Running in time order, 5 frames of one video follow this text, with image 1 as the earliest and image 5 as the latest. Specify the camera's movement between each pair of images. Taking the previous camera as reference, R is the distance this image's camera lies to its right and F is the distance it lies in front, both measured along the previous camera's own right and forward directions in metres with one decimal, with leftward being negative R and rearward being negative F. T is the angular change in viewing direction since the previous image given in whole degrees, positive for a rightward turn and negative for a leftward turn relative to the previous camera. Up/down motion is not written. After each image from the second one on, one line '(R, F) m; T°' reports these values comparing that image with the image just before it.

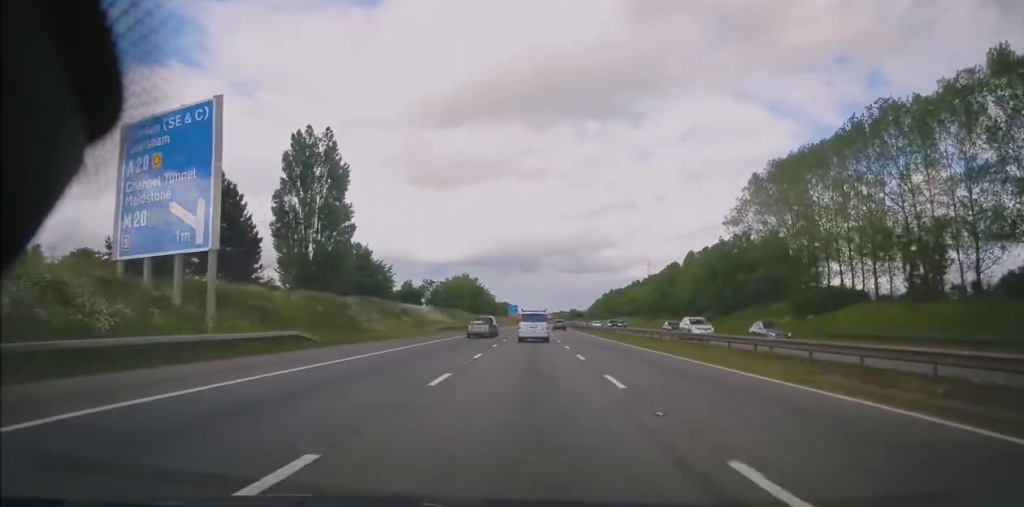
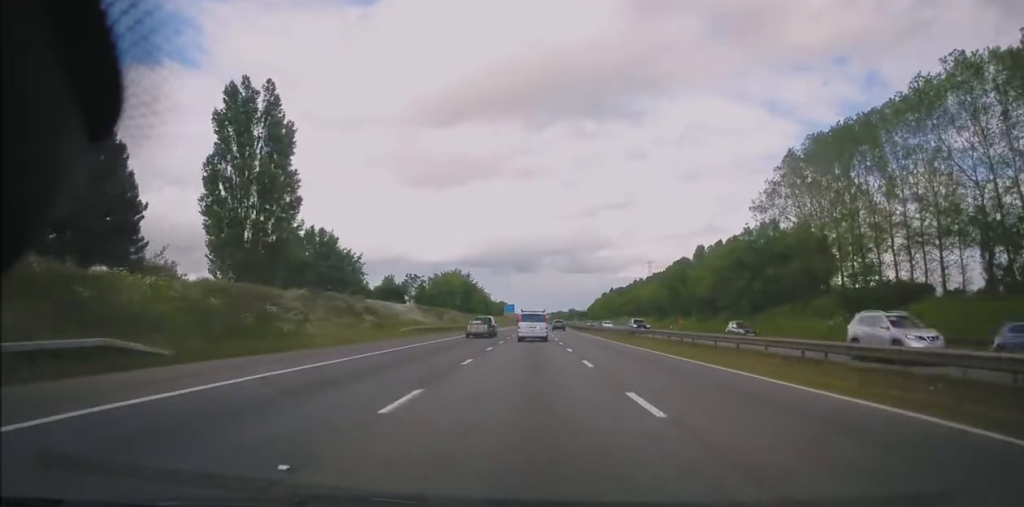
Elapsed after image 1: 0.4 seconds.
(+0.1, +12.4) m; 0°
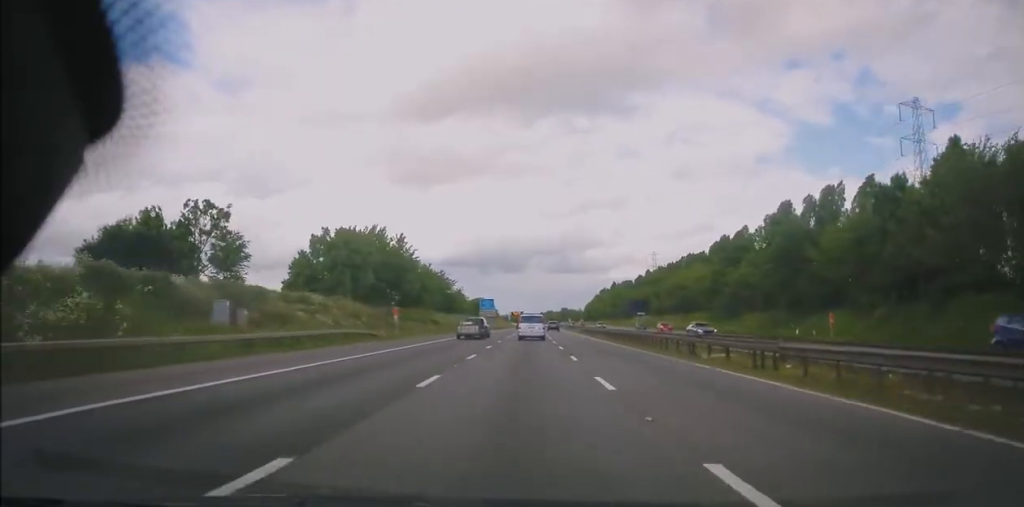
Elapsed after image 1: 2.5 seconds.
(+0.2, +59.6) m; +1°
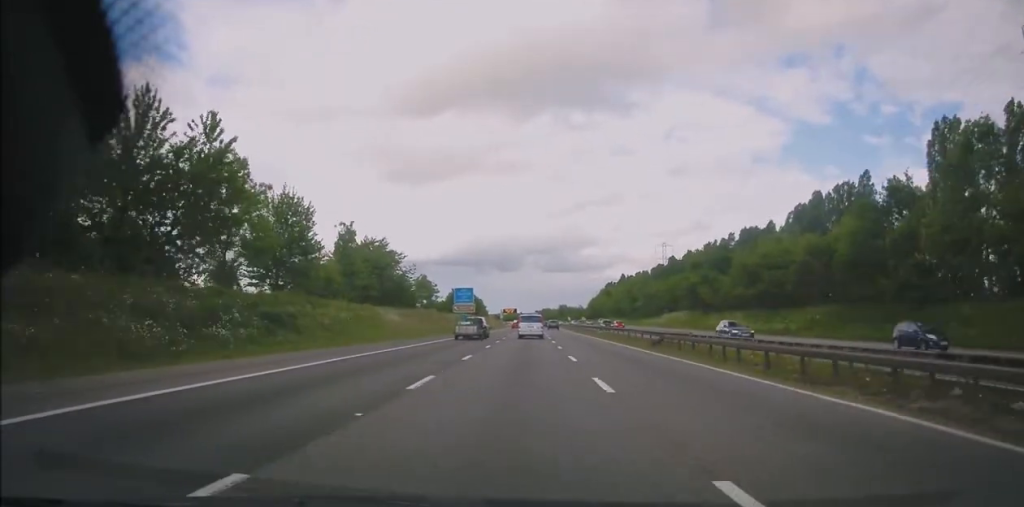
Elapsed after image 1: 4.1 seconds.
(+0.2, +45.0) m; 0°
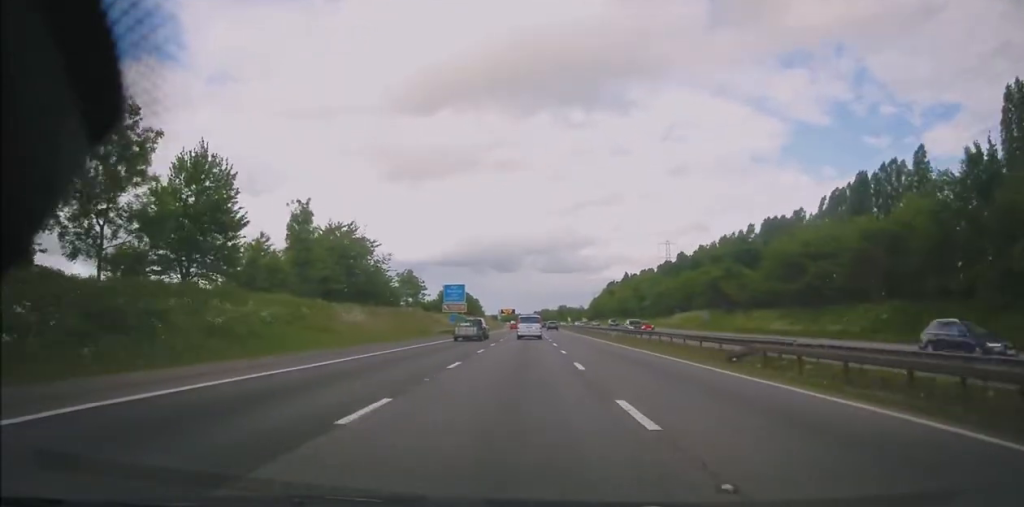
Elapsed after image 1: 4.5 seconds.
(0.0, +12.5) m; 0°
